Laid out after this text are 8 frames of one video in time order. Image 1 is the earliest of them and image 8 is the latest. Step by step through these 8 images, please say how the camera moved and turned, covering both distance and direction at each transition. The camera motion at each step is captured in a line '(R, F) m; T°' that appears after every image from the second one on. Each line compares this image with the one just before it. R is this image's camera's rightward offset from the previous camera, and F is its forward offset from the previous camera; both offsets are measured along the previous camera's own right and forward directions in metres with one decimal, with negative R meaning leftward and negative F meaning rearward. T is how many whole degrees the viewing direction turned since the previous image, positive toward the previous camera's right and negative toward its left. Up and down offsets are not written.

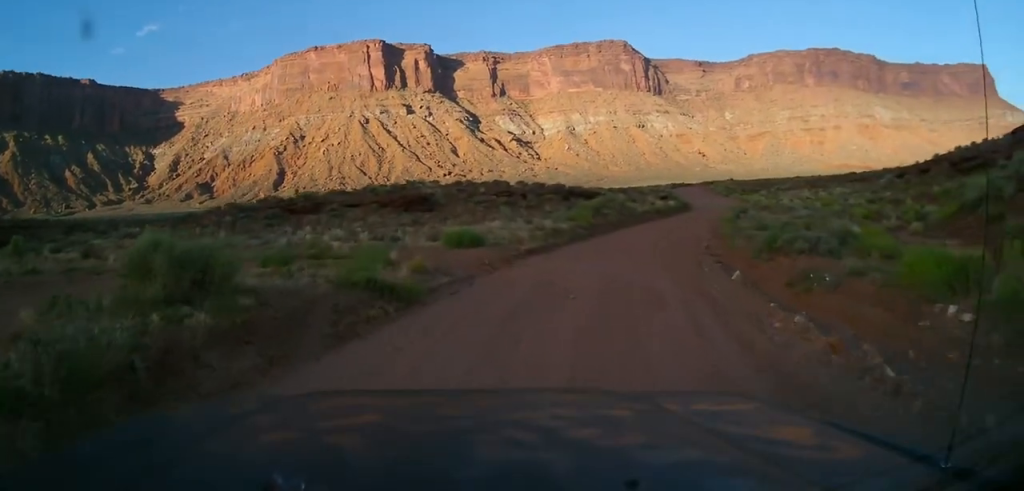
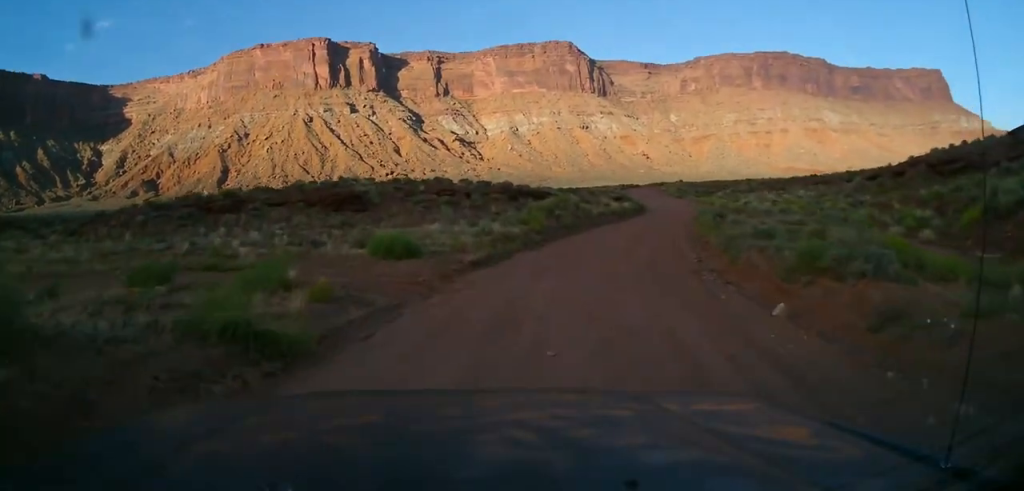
(+0.1, +4.4) m; +7°
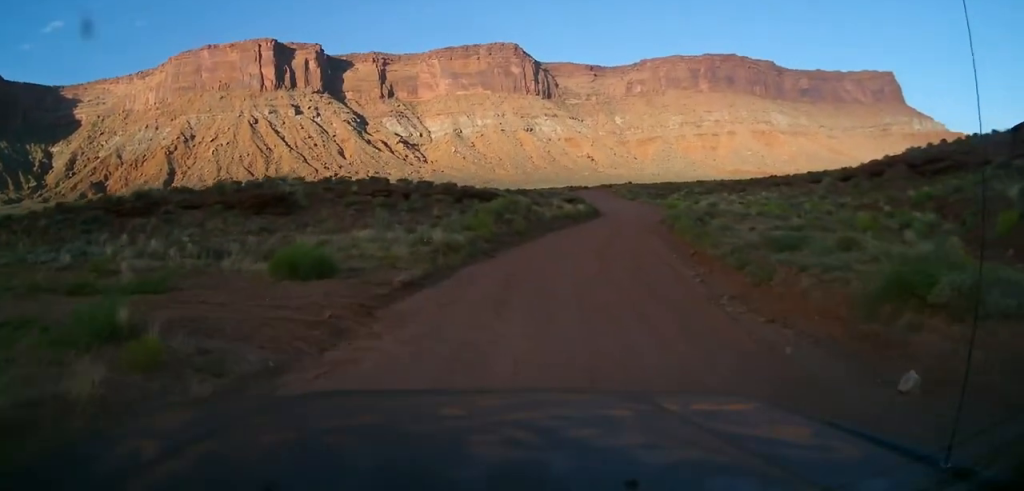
(+0.5, +4.2) m; +4°
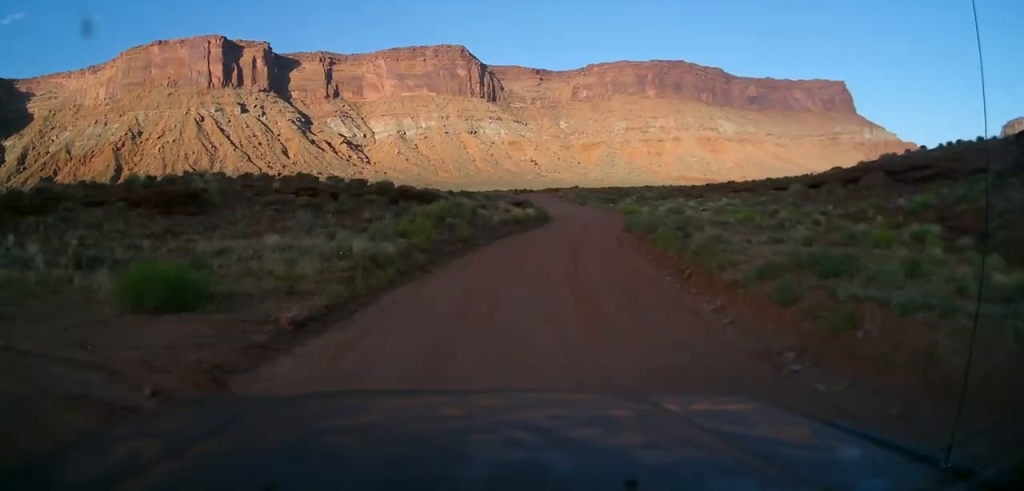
(+0.2, +4.2) m; +4°
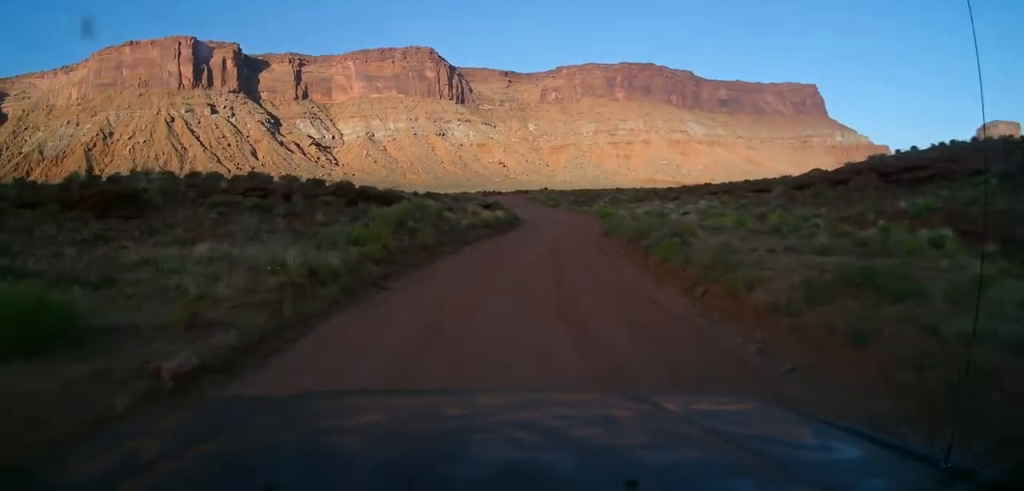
(-0.1, +2.8) m; +2°
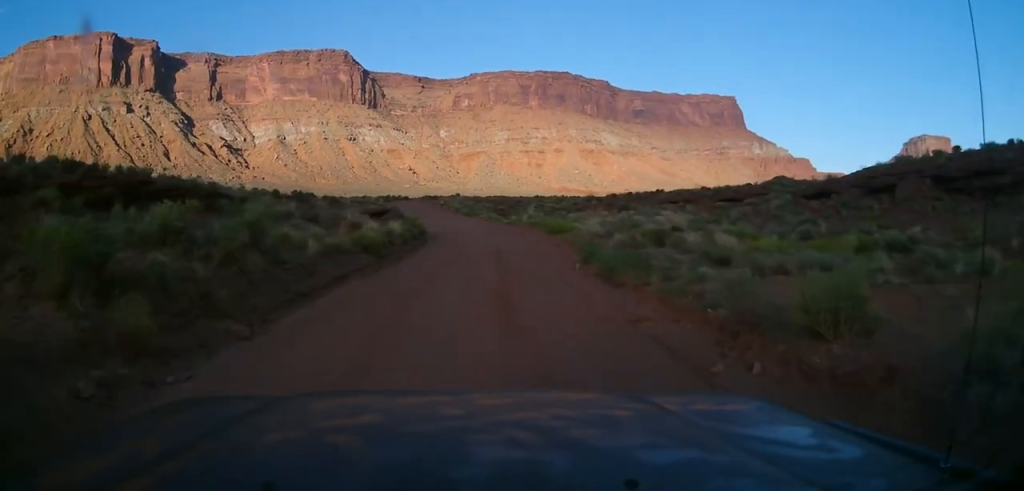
(+1.4, +15.4) m; +6°
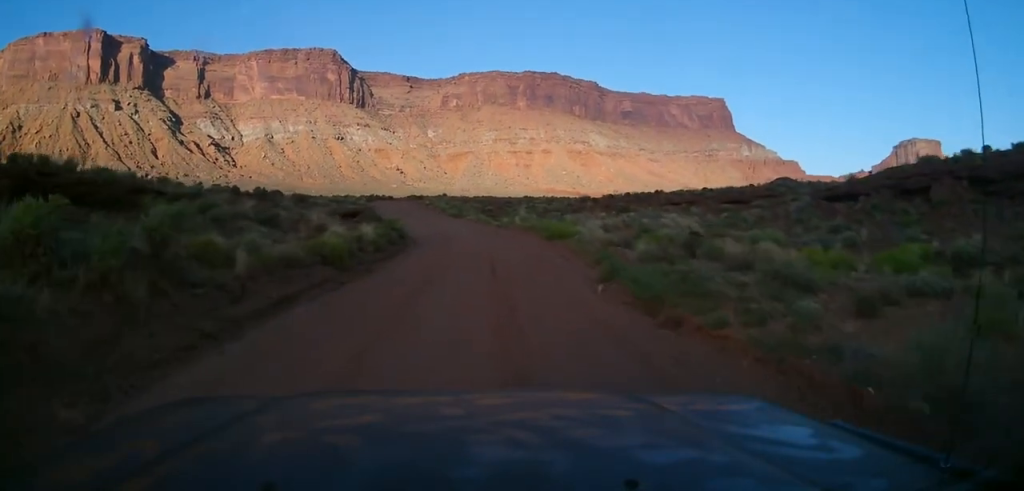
(0.0, +4.2) m; -3°
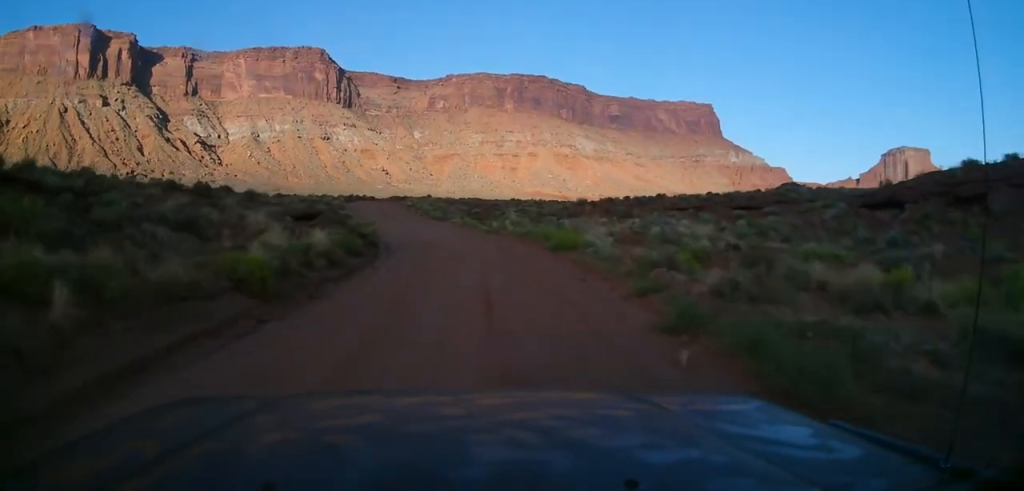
(-0.3, +5.3) m; -1°
